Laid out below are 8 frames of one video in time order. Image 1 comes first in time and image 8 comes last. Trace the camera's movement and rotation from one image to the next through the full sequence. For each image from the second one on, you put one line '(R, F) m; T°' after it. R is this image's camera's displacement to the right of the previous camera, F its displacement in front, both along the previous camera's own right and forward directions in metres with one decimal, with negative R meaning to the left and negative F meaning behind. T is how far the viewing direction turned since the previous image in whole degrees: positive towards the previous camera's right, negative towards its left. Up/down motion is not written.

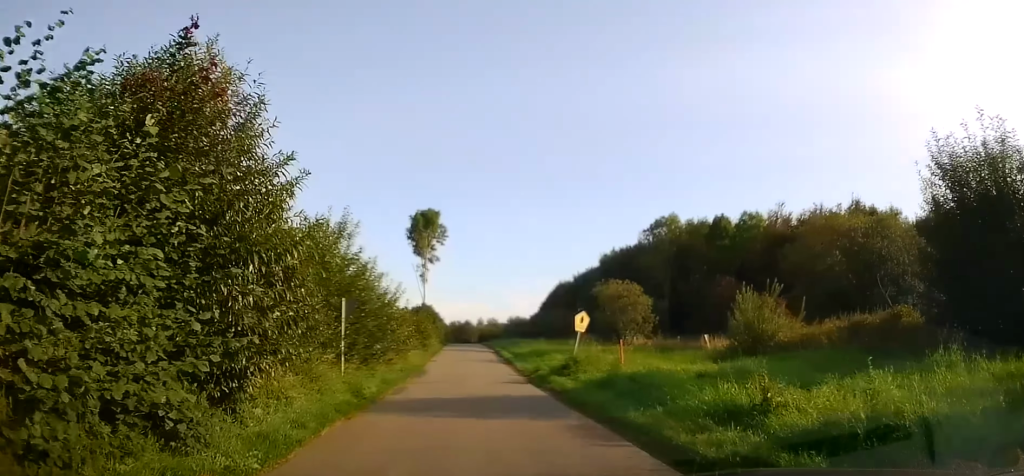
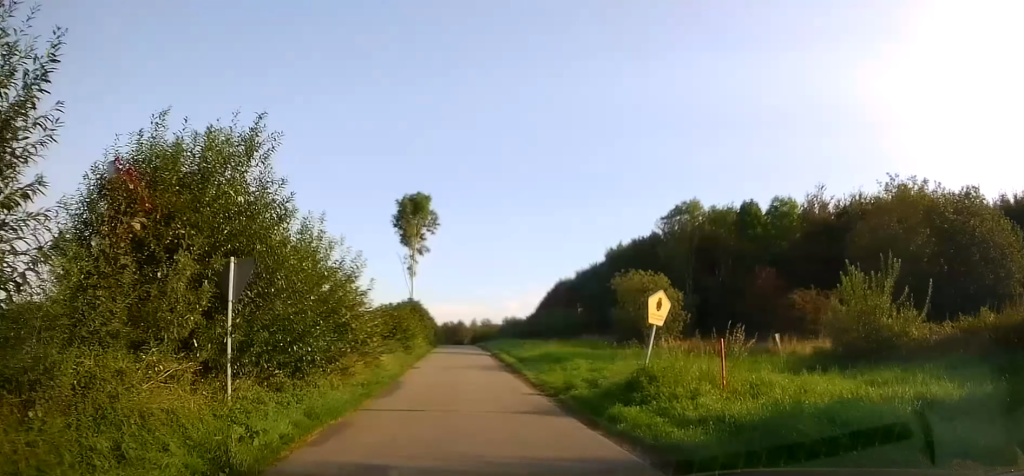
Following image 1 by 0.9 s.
(0.0, +7.0) m; +1°
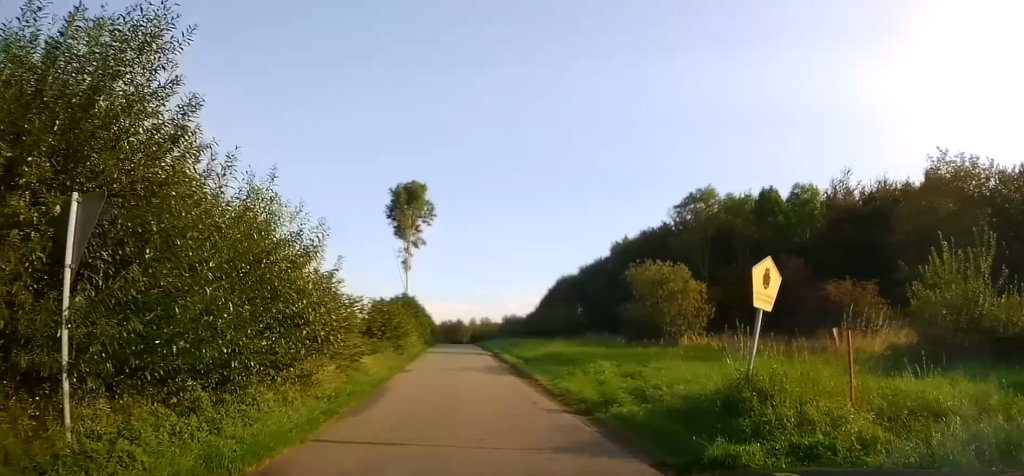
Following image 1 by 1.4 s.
(-0.1, +3.6) m; +1°
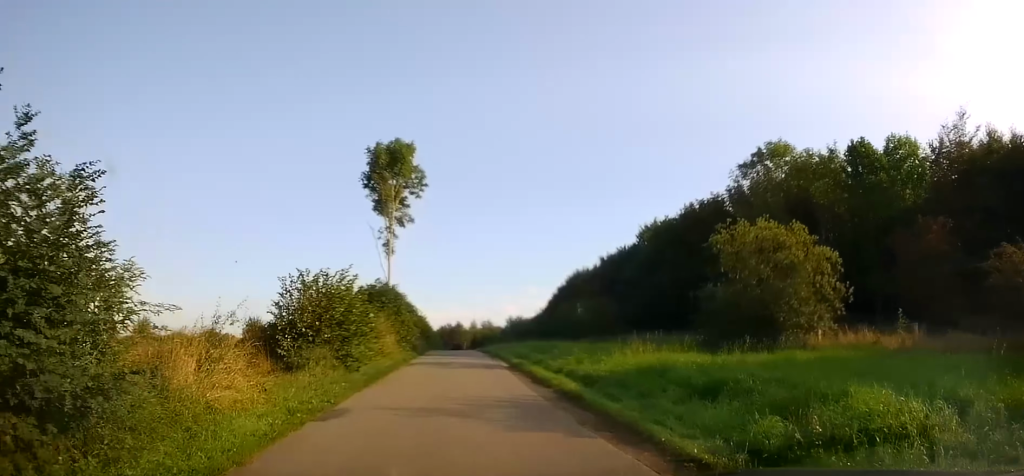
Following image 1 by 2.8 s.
(+0.3, +12.4) m; 0°
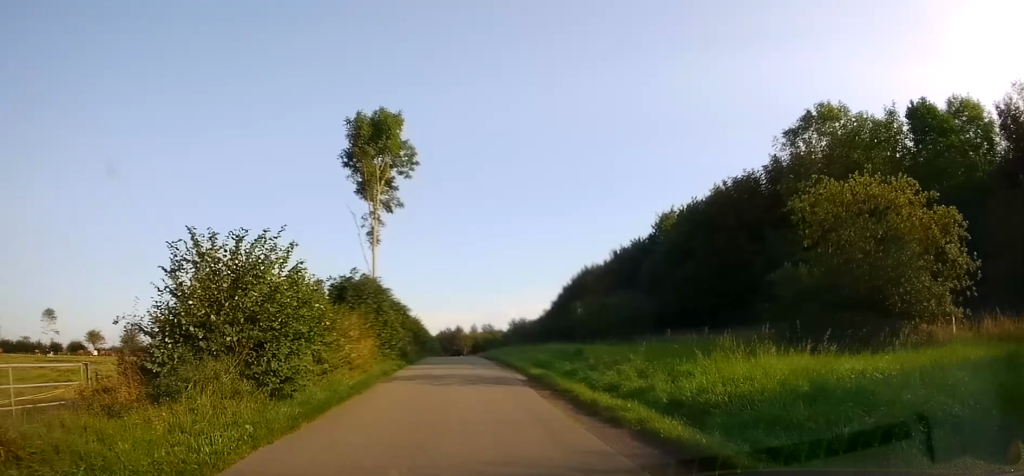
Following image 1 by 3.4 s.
(-0.1, +6.4) m; -1°
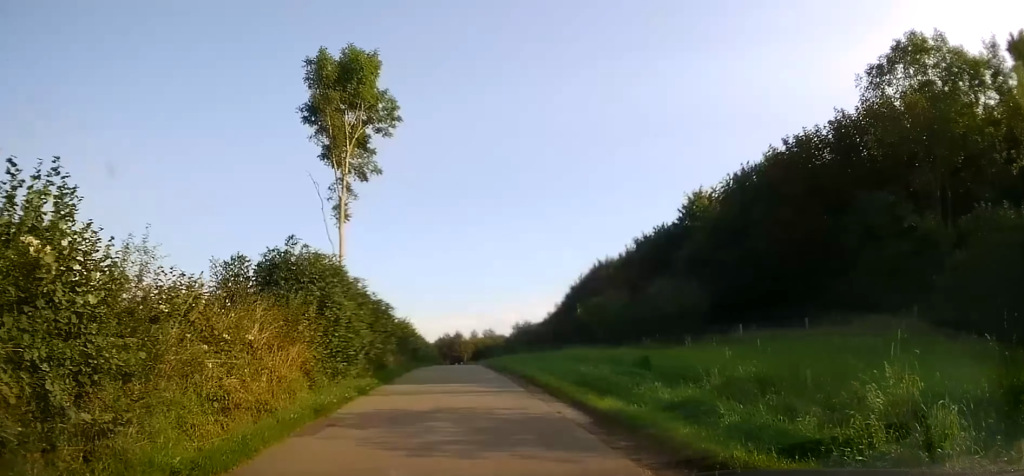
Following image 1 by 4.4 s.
(0.0, +8.9) m; 0°
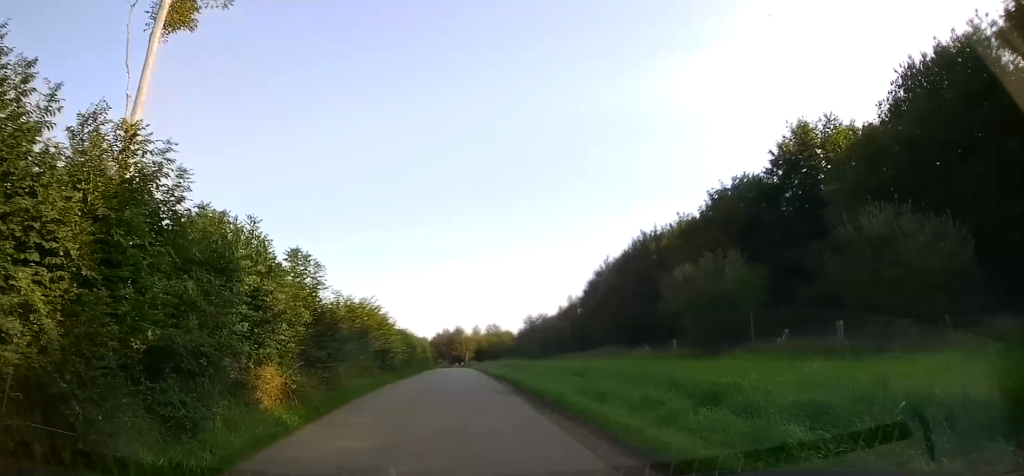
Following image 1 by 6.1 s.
(0.0, +17.0) m; 0°
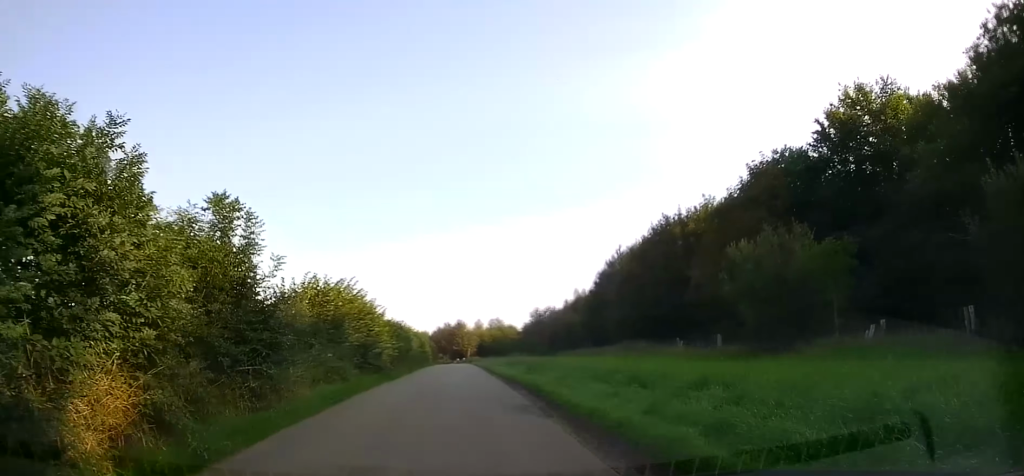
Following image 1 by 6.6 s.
(0.0, +5.4) m; 0°
